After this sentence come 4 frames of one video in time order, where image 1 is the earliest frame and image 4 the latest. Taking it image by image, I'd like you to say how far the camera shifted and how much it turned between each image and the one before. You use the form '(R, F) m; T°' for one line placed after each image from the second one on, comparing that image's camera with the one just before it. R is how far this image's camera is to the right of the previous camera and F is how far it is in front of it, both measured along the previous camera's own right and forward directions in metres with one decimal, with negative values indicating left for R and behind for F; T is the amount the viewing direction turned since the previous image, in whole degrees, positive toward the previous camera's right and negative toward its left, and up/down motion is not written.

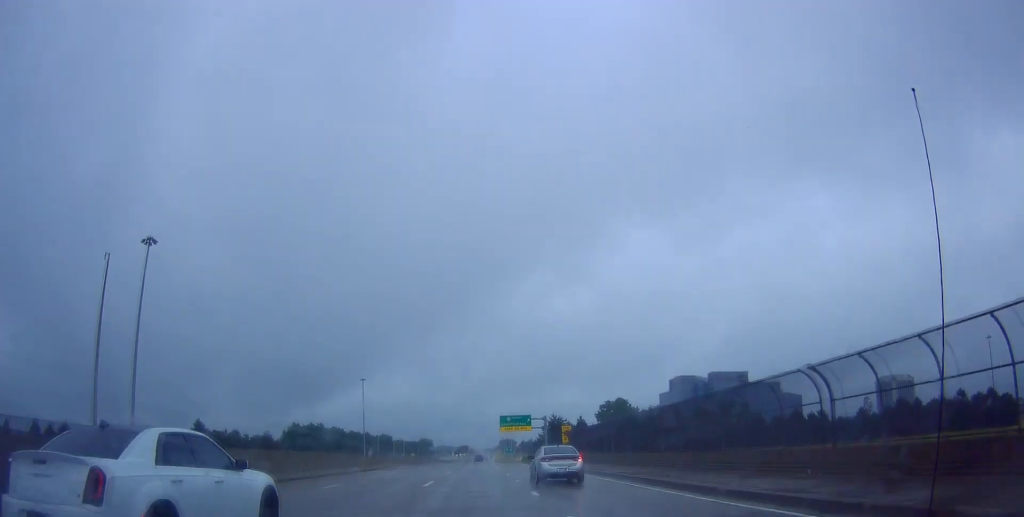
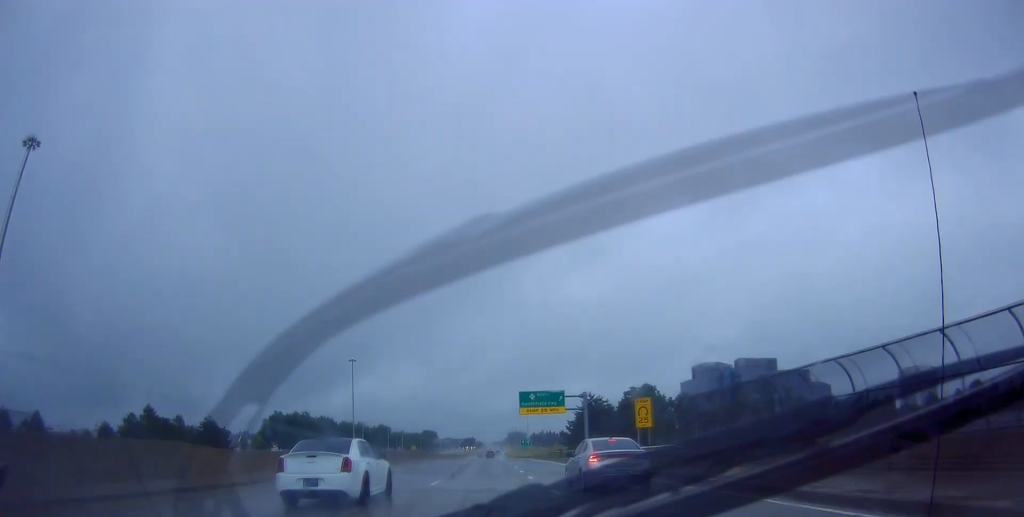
(-0.5, +31.4) m; -3°
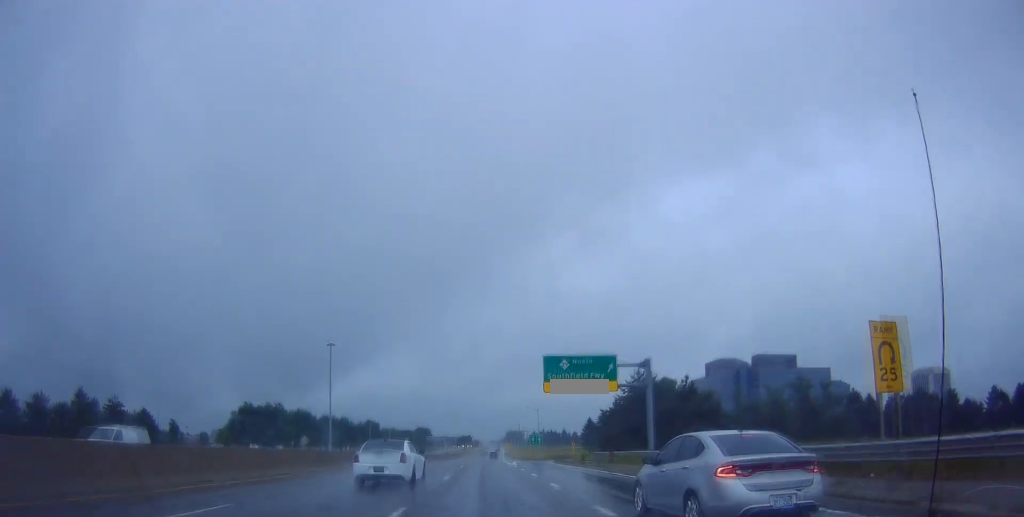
(-0.4, +27.4) m; +1°
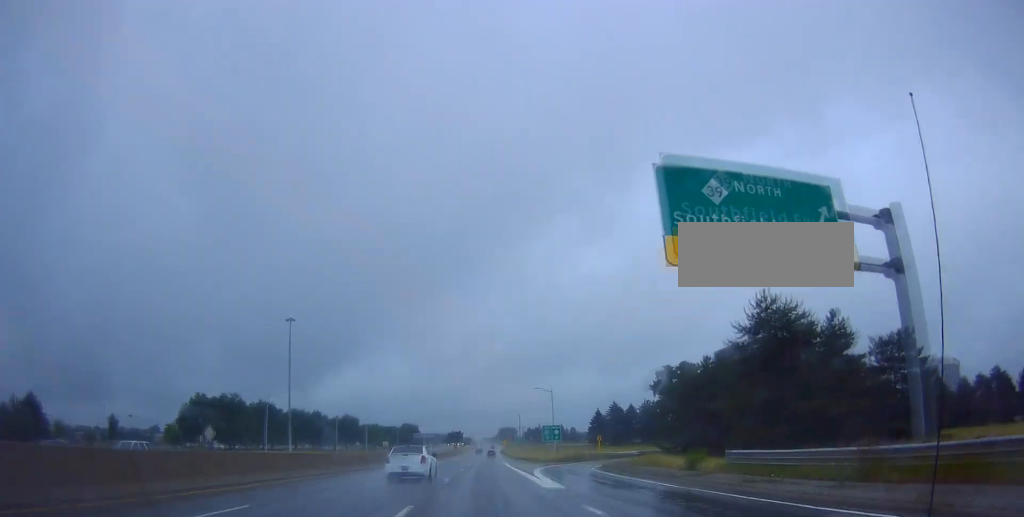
(+0.3, +30.0) m; 0°
